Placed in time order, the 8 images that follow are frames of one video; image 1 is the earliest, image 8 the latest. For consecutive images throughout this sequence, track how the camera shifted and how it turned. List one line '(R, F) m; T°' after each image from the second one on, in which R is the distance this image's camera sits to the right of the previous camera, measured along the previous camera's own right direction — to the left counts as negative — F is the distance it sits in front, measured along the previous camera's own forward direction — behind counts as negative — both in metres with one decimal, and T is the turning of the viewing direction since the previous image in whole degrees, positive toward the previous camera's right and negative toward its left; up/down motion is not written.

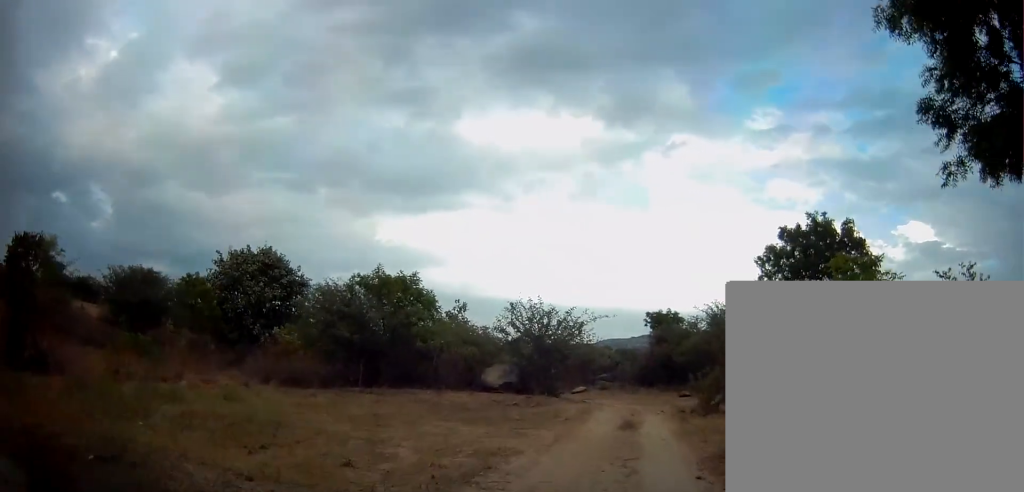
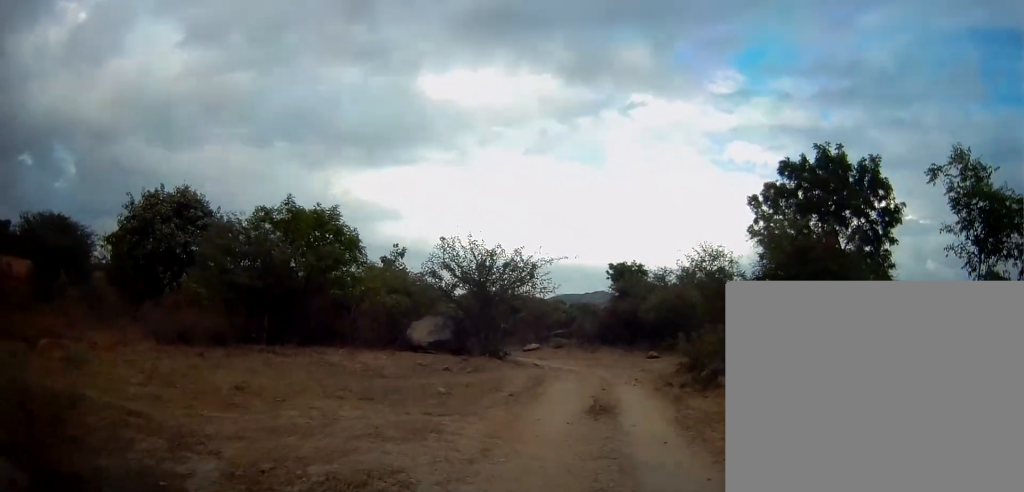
(+0.2, +4.9) m; +6°
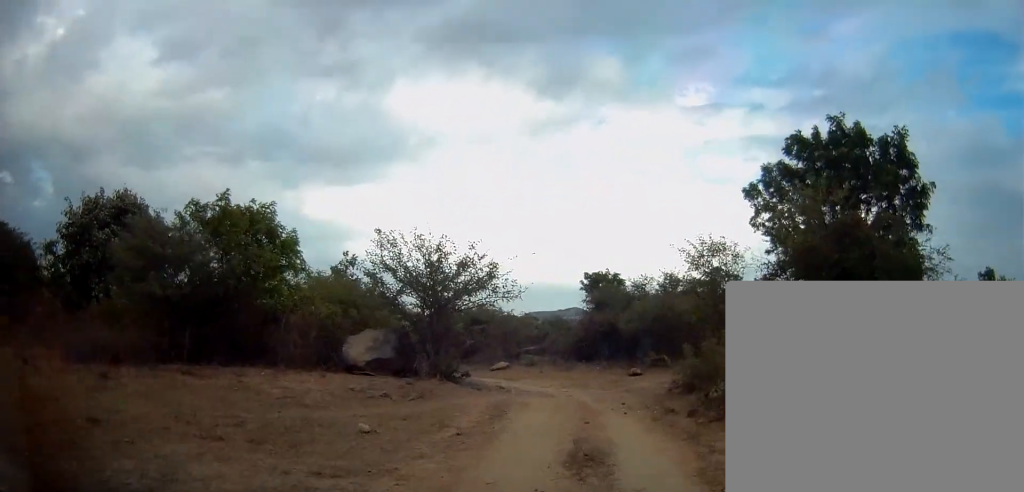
(+0.2, +3.3) m; +2°
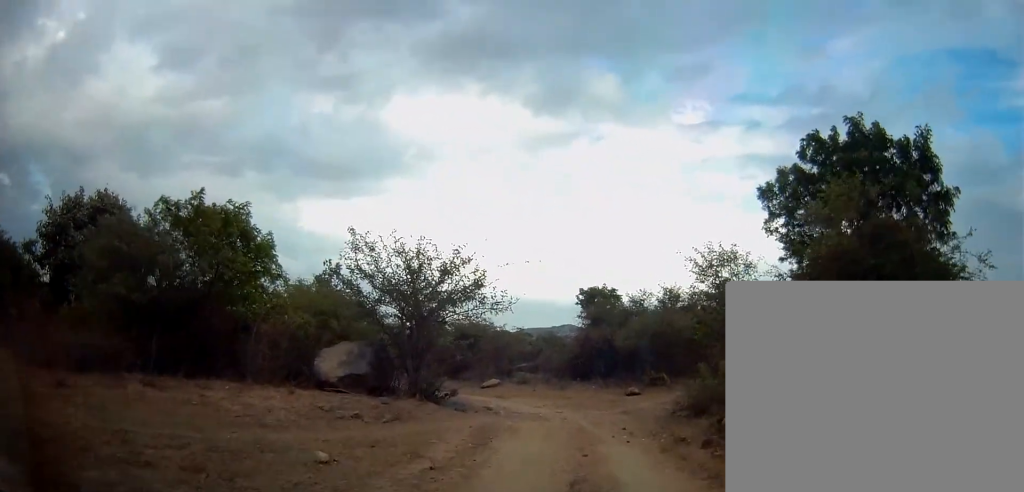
(0.0, +1.4) m; +1°
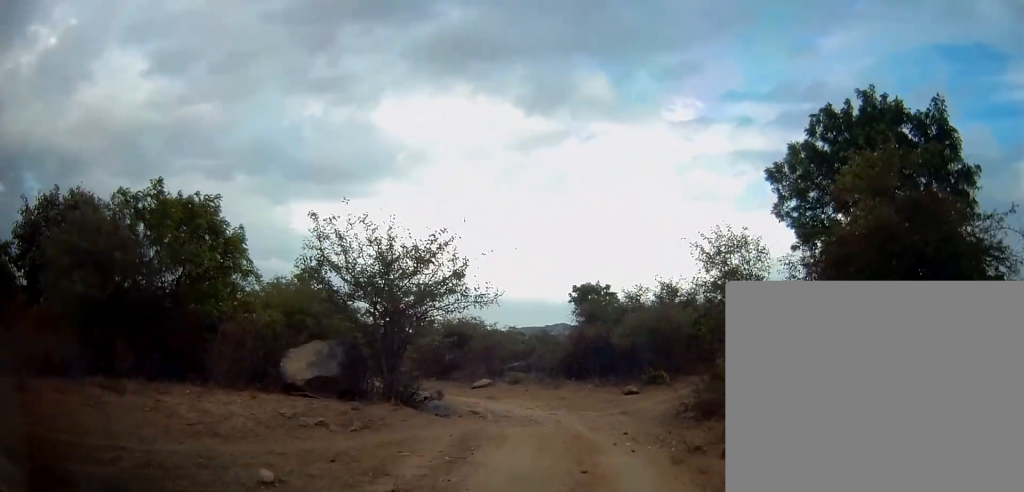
(-0.1, +1.4) m; +1°
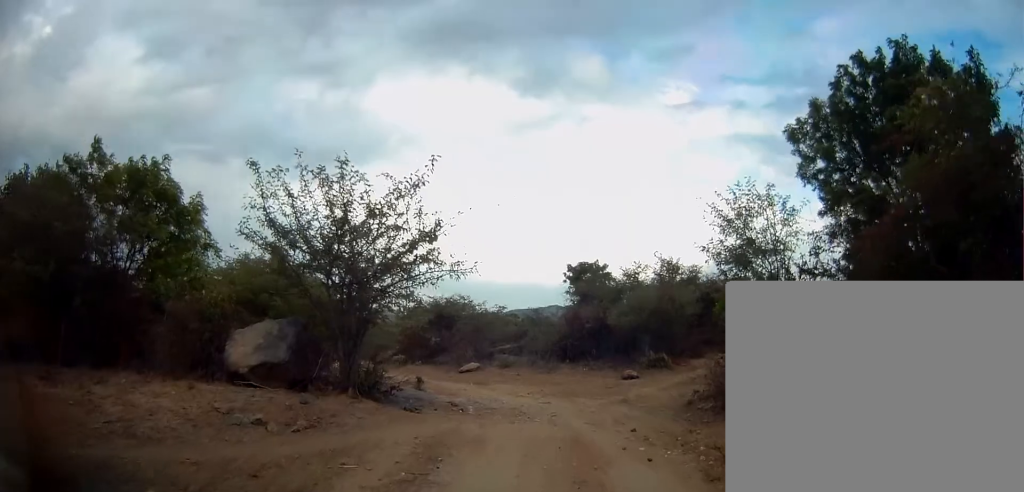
(0.0, +1.9) m; +2°
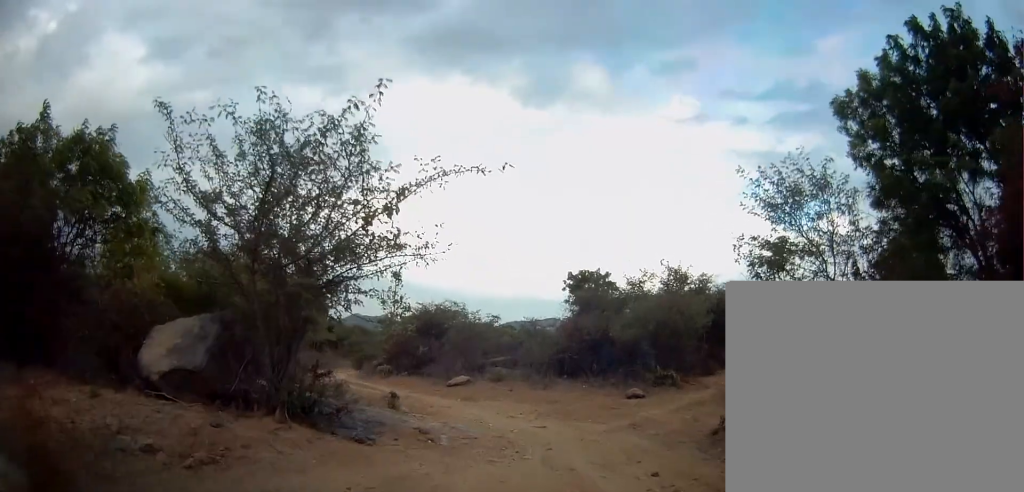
(+0.1, +2.3) m; +2°
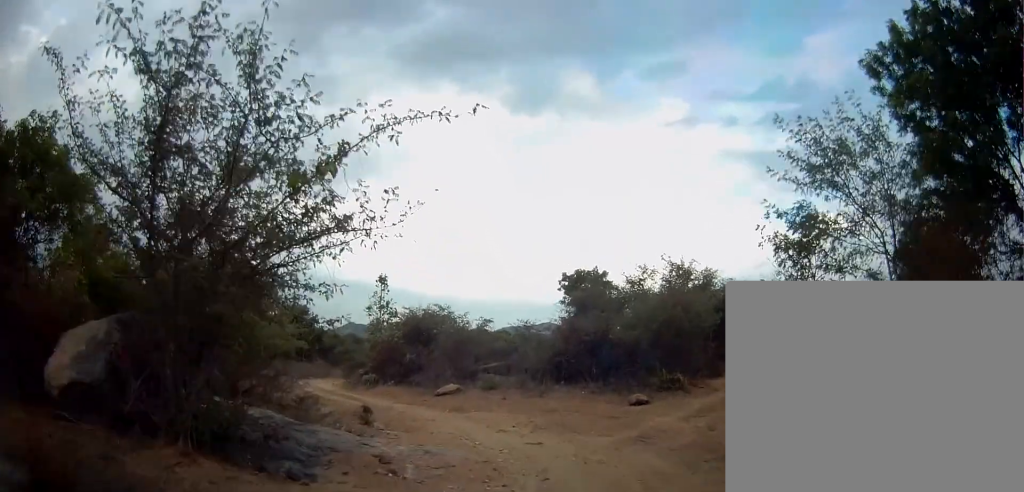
(0.0, +1.8) m; 0°
